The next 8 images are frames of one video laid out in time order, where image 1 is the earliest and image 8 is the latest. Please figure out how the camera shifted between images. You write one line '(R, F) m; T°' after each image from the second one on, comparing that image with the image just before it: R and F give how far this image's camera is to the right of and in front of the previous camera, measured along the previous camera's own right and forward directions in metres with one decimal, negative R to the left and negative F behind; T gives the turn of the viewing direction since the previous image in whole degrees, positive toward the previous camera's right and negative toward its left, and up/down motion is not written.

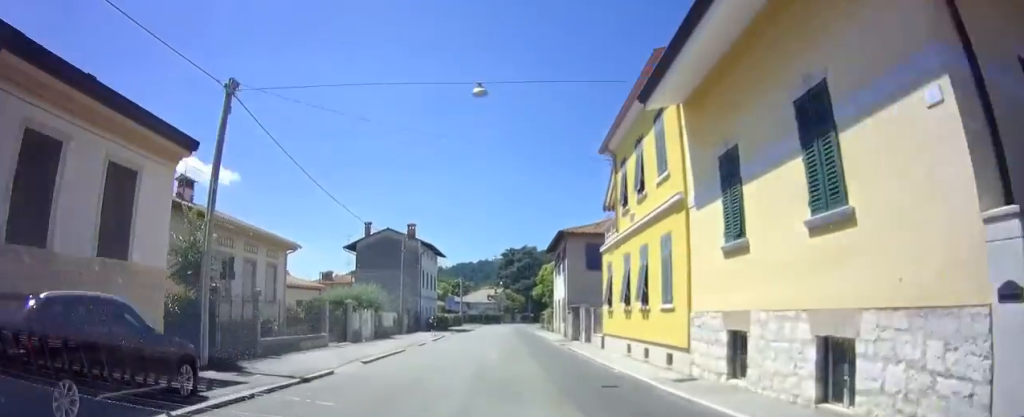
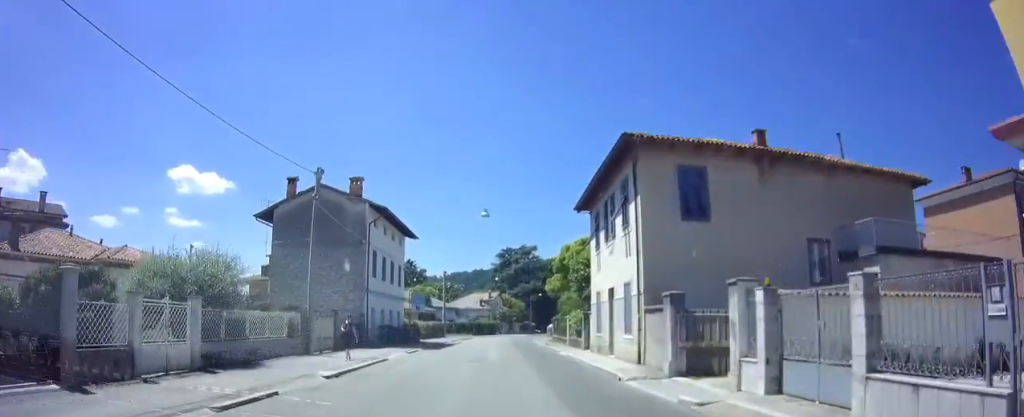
(+0.6, +20.3) m; +2°
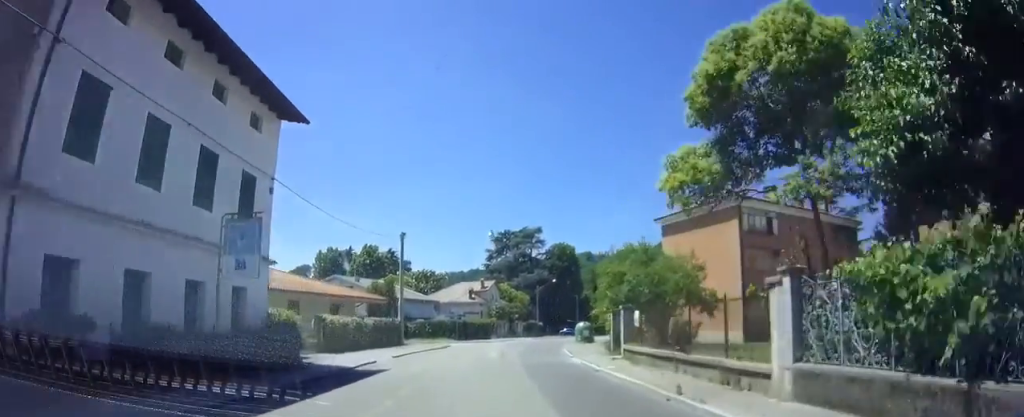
(-0.8, +26.7) m; 0°
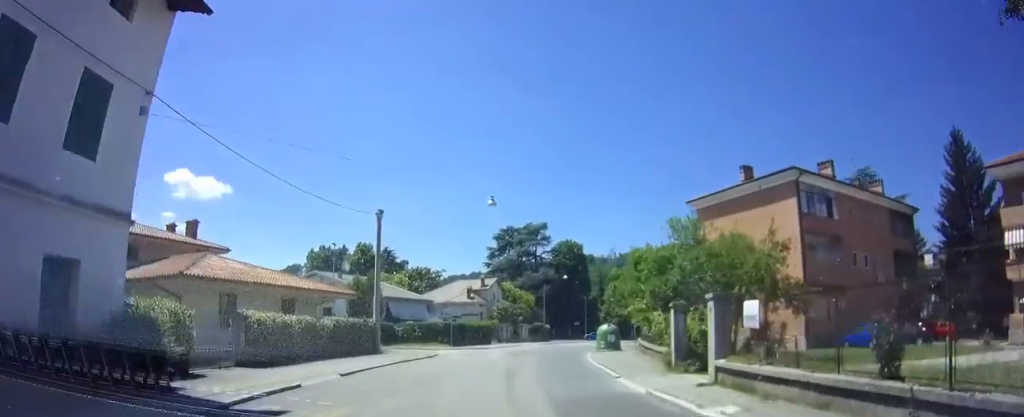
(+0.3, +8.4) m; 0°
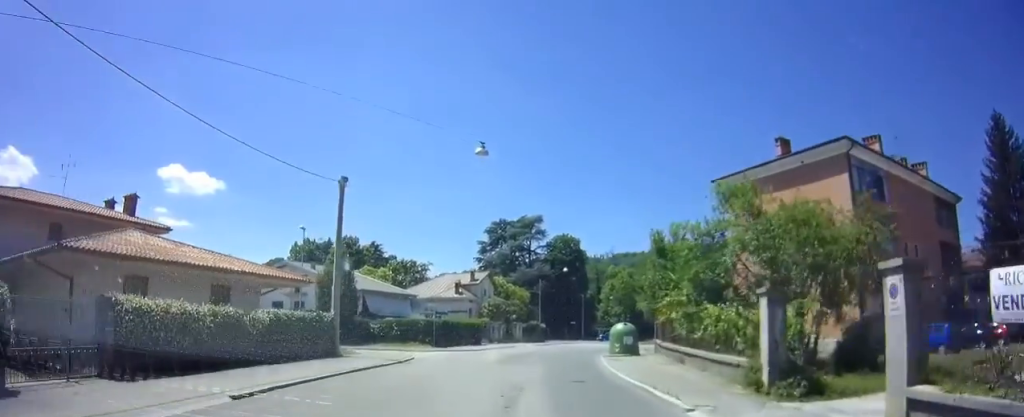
(-0.1, +5.7) m; +1°
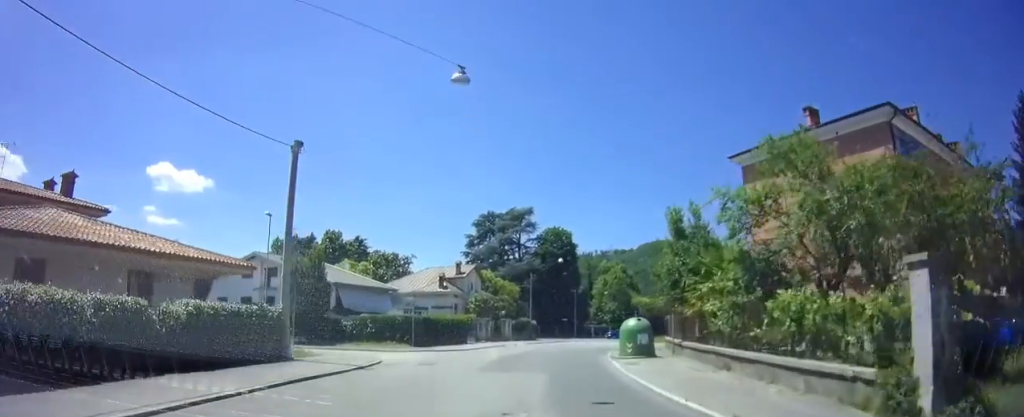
(-0.3, +4.9) m; +1°
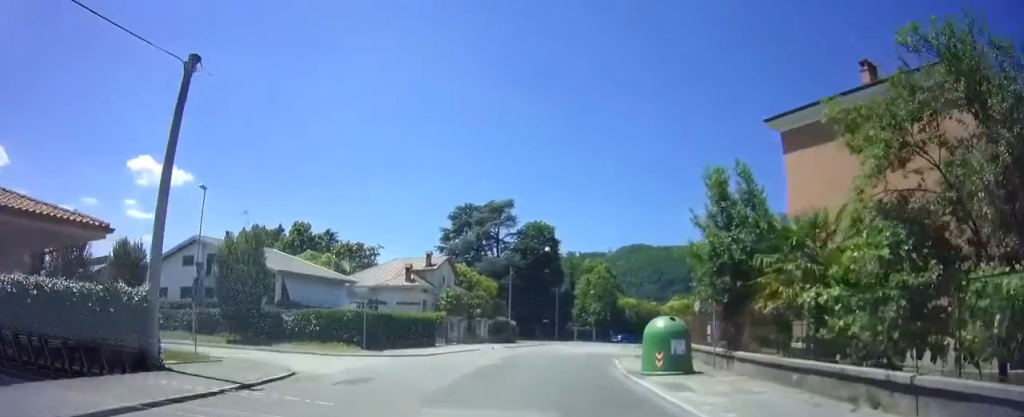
(+0.1, +6.7) m; +2°
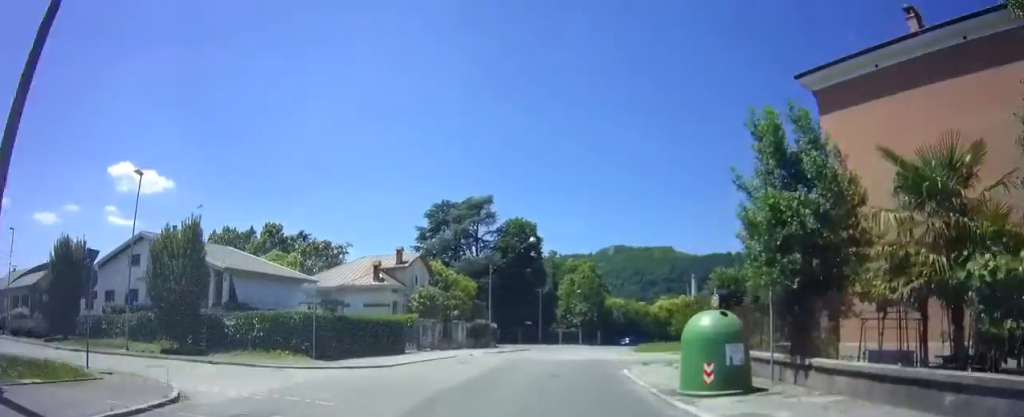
(+0.3, +5.1) m; +2°
